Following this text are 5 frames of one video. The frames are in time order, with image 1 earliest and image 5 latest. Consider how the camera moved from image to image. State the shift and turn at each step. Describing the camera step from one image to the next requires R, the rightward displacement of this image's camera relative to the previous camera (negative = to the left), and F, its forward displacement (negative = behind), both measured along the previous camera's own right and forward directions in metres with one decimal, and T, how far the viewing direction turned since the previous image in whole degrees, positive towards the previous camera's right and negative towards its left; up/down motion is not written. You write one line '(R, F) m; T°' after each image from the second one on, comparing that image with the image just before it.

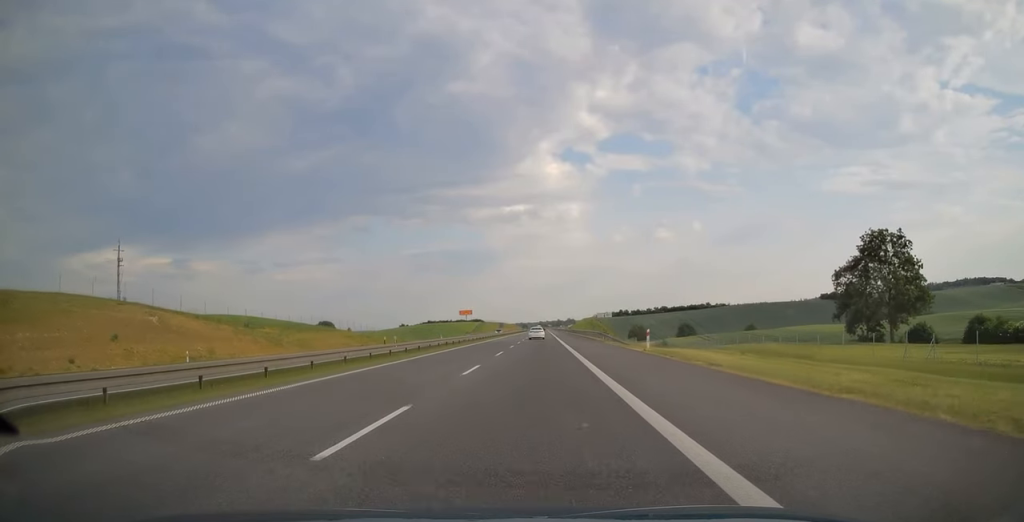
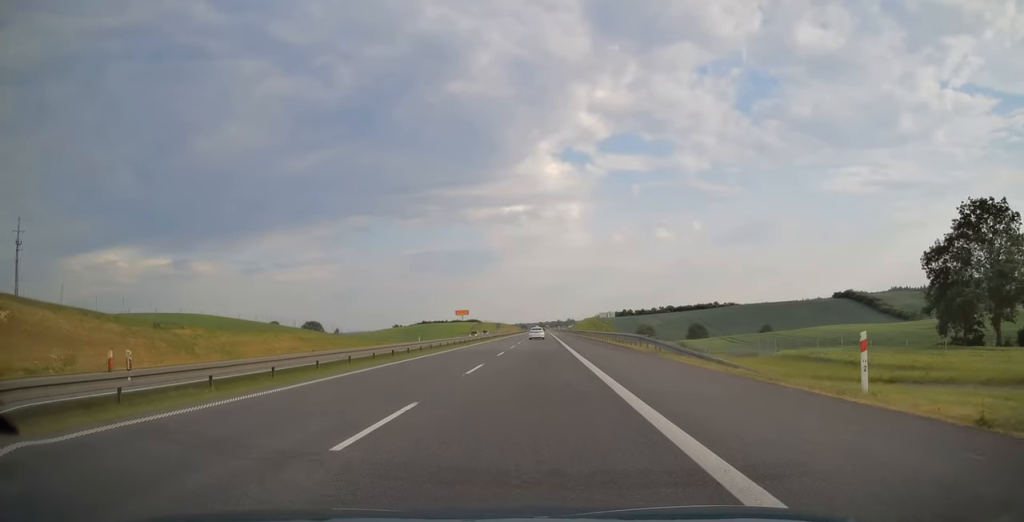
(0.0, +23.5) m; 0°
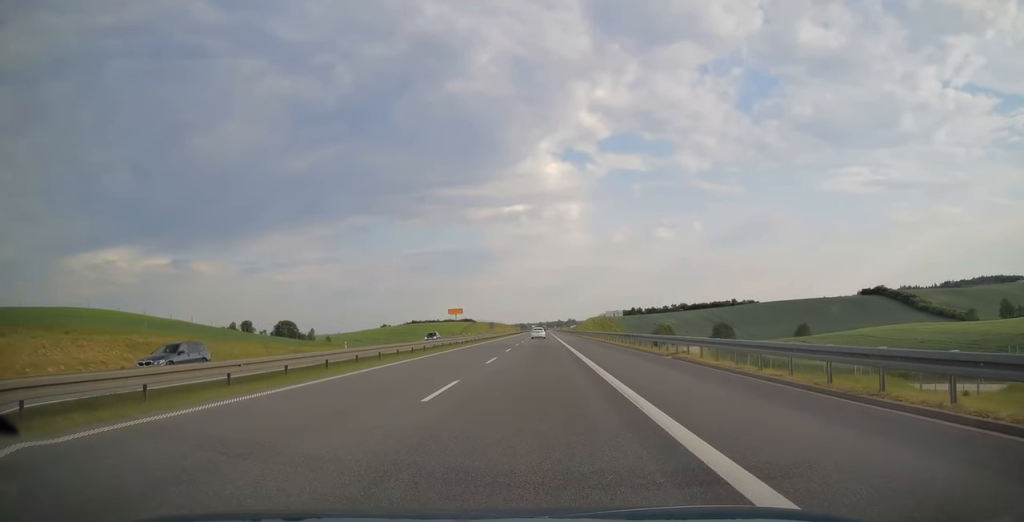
(0.0, +43.1) m; 0°
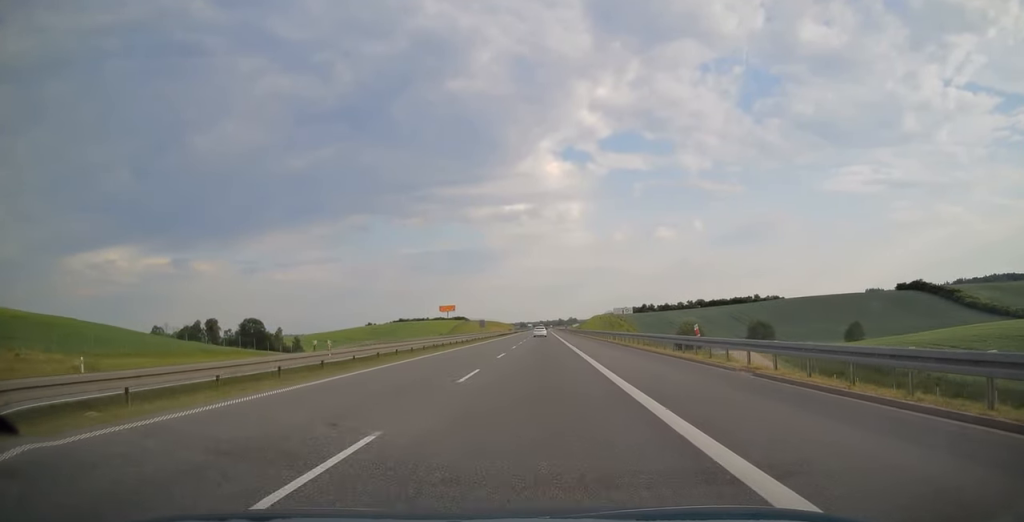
(+0.1, +44.7) m; 0°
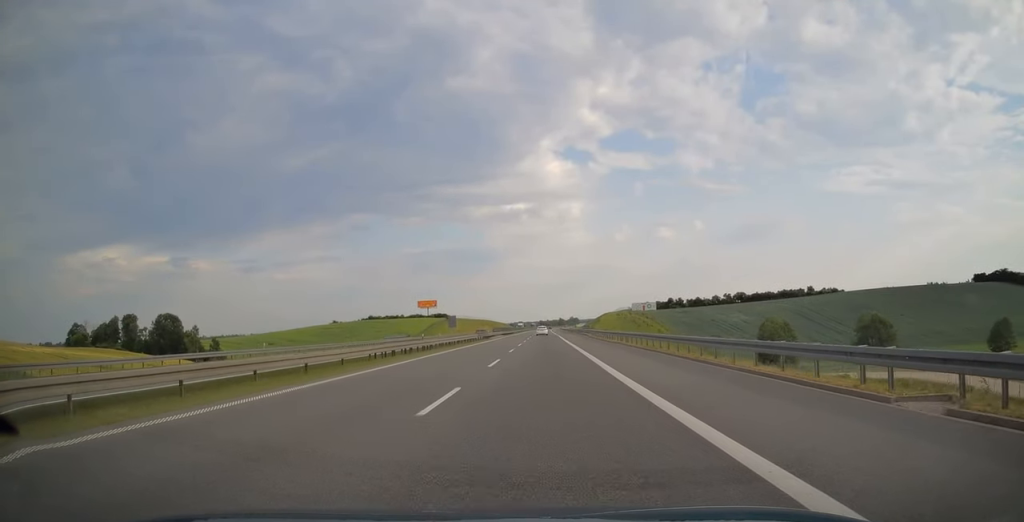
(-0.1, +78.0) m; 0°
